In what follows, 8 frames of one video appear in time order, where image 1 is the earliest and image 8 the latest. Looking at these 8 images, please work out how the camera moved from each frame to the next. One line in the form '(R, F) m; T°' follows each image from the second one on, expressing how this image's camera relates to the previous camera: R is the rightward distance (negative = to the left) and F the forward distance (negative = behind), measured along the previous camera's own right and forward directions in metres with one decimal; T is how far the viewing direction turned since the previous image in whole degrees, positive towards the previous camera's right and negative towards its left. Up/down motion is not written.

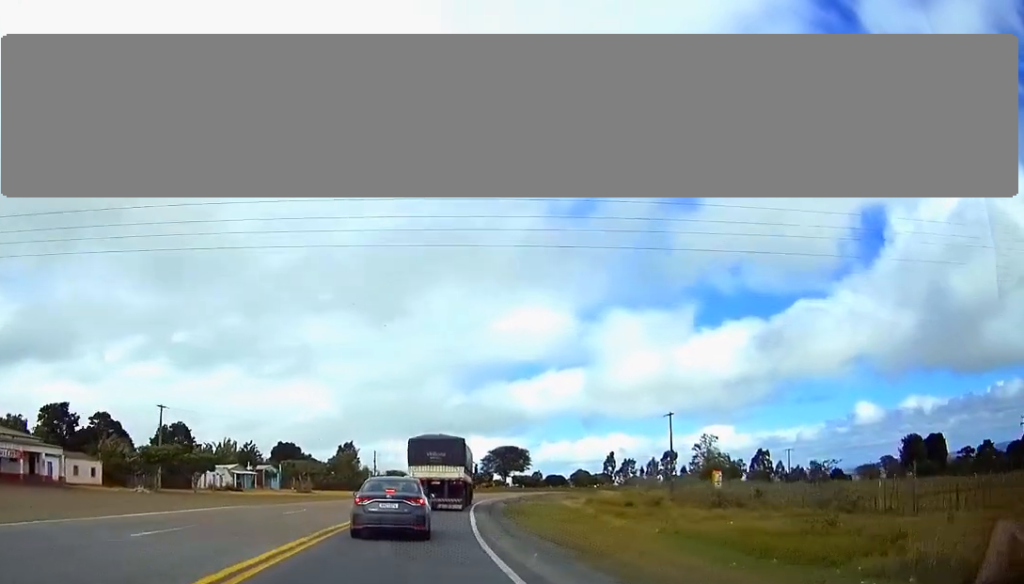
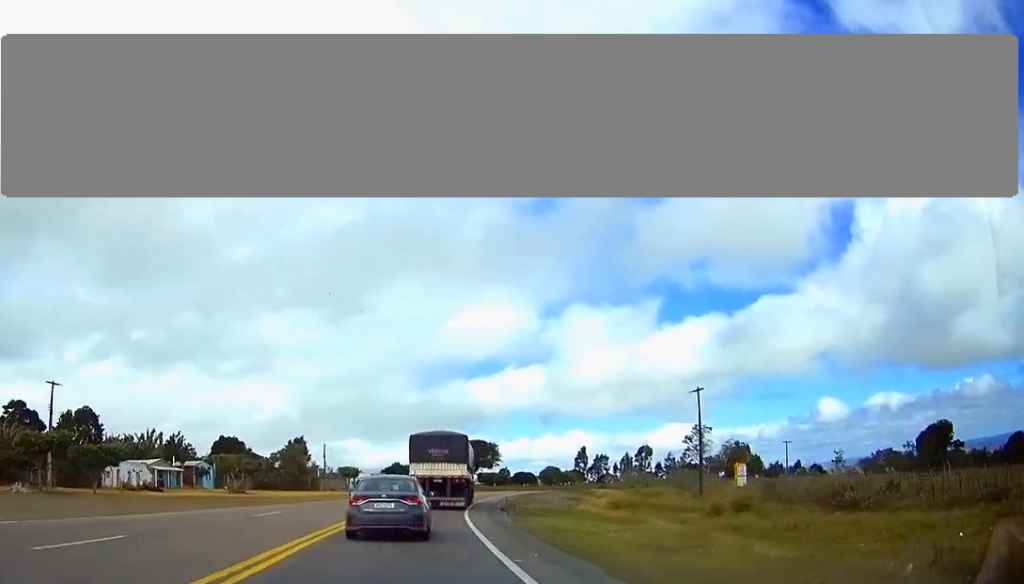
(+0.4, +19.9) m; +3°
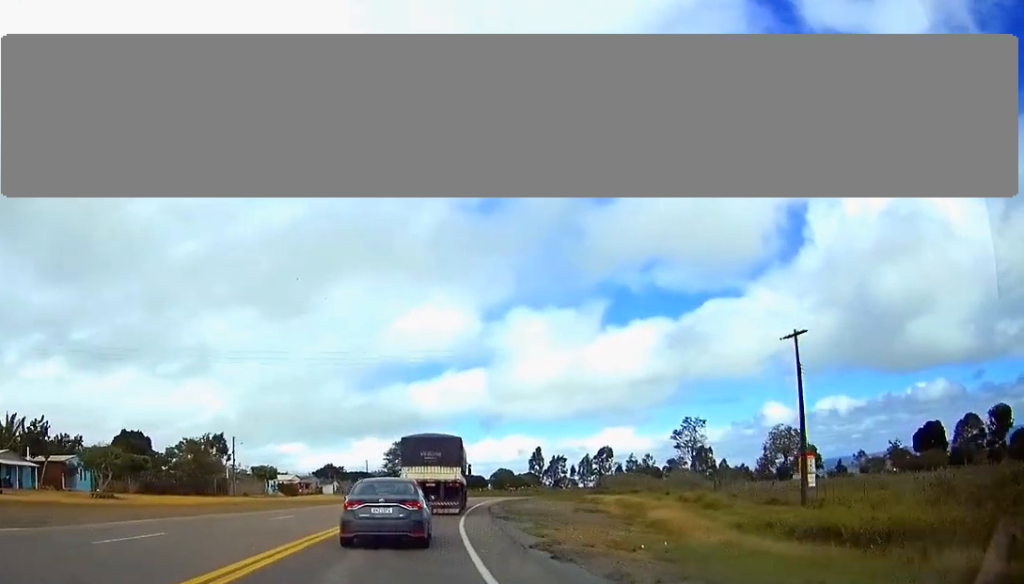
(+0.9, +27.3) m; +5°
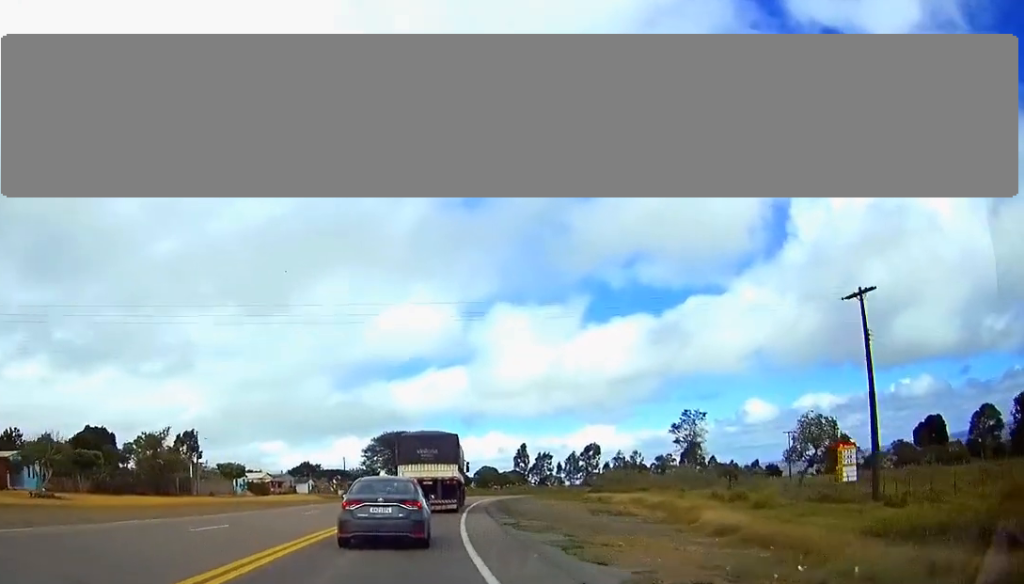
(+0.3, +9.0) m; +1°
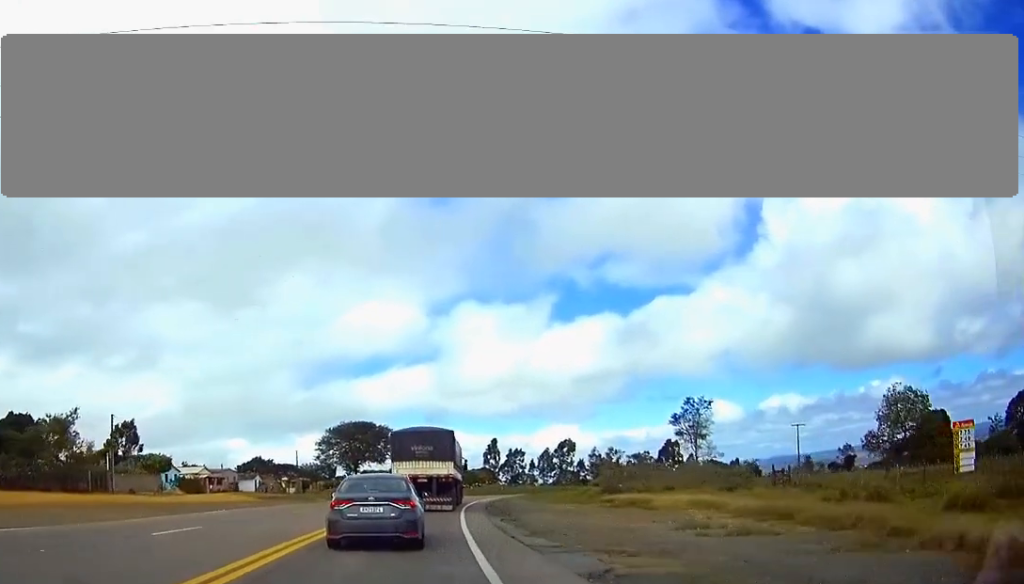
(+0.4, +17.3) m; +3°
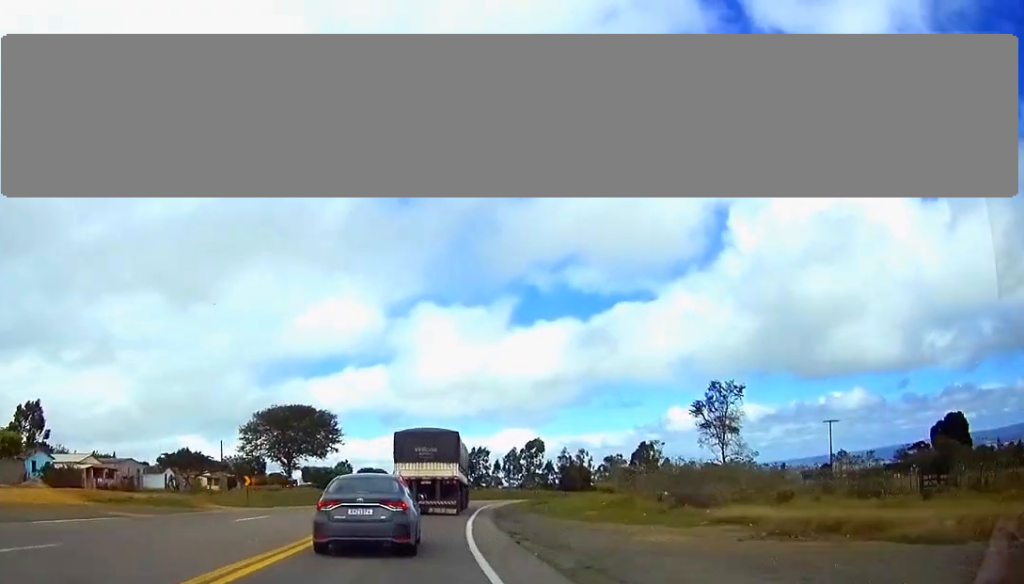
(+0.7, +25.1) m; +4°
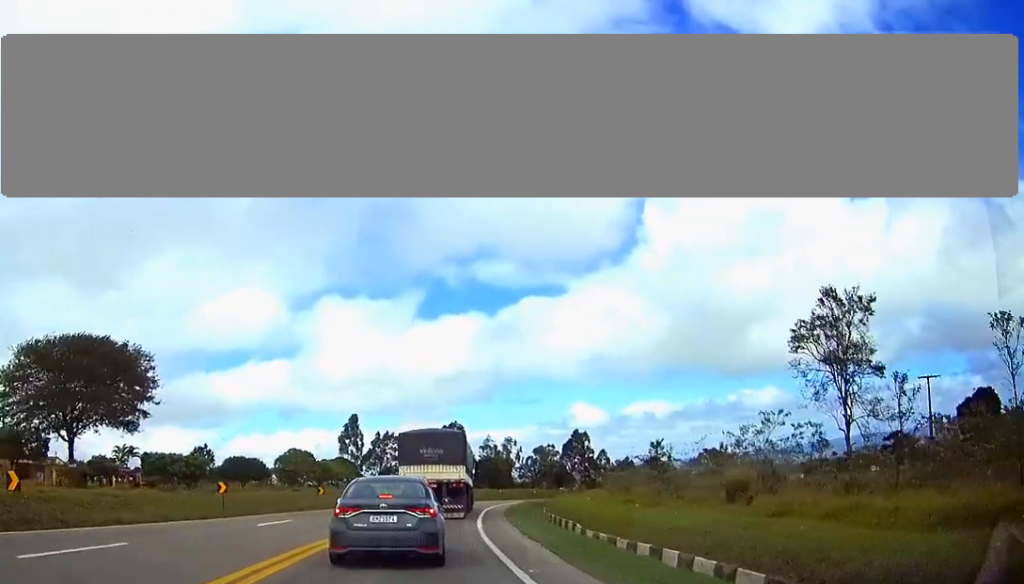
(+2.6, +42.6) m; +7°
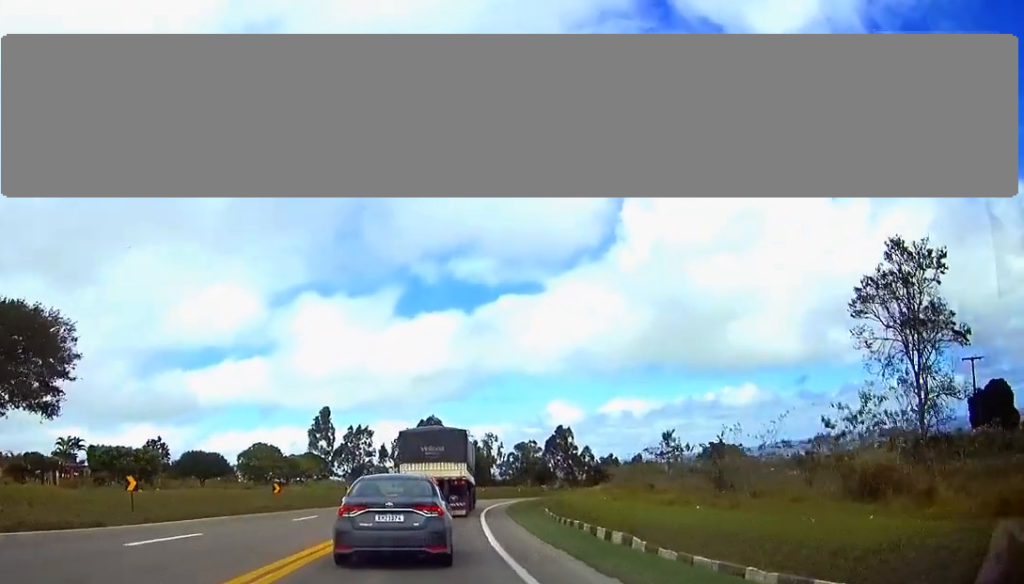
(+0.2, +10.7) m; +2°
